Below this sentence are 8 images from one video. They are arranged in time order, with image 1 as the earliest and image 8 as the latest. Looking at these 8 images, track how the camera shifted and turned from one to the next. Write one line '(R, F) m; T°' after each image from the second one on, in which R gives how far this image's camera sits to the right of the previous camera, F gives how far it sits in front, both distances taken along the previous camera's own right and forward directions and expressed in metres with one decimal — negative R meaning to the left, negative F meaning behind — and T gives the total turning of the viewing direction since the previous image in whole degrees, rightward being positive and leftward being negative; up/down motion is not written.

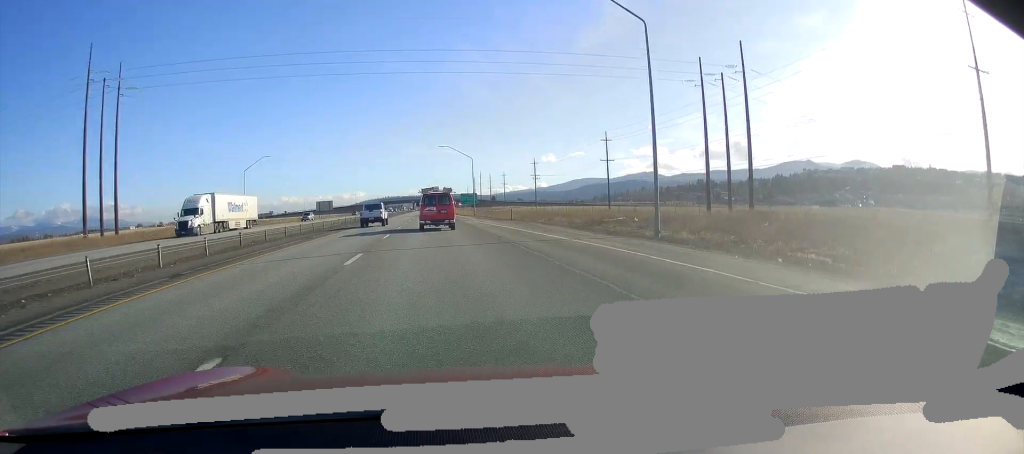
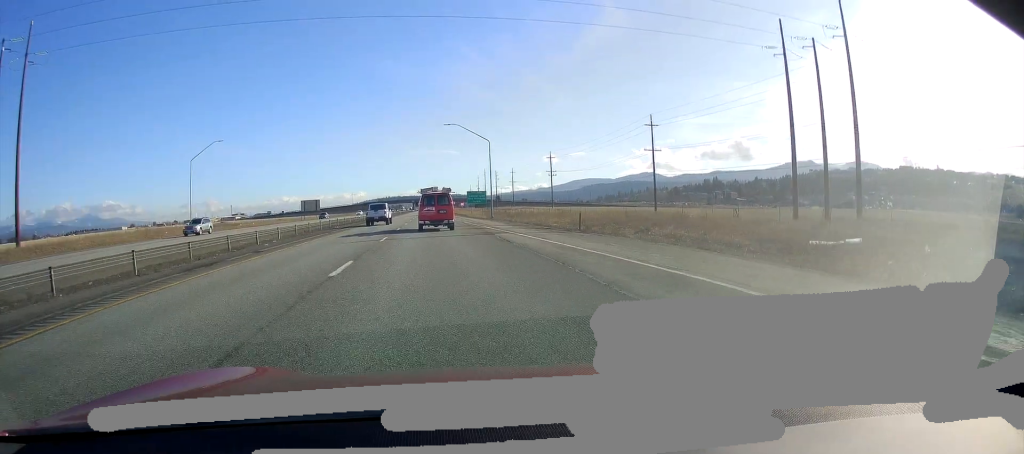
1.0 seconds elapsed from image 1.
(-0.4, +26.3) m; 0°
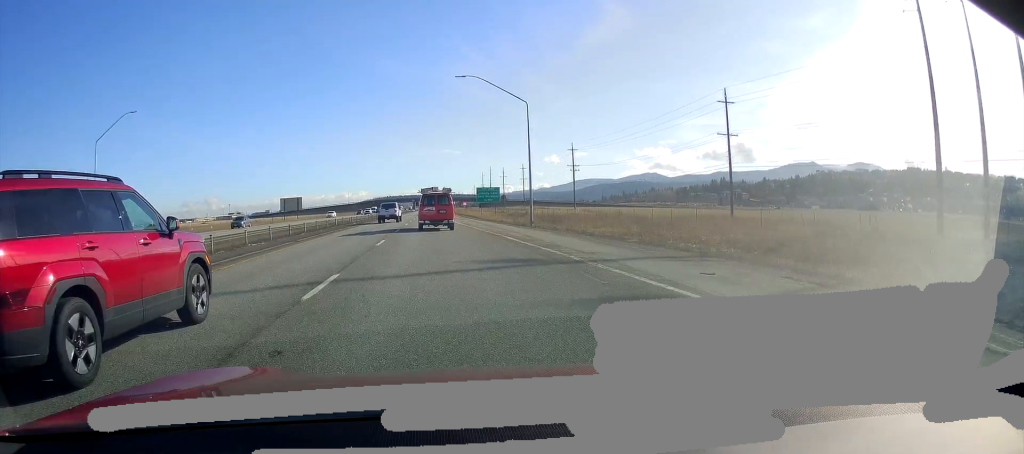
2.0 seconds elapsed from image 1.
(+0.3, +27.4) m; +1°
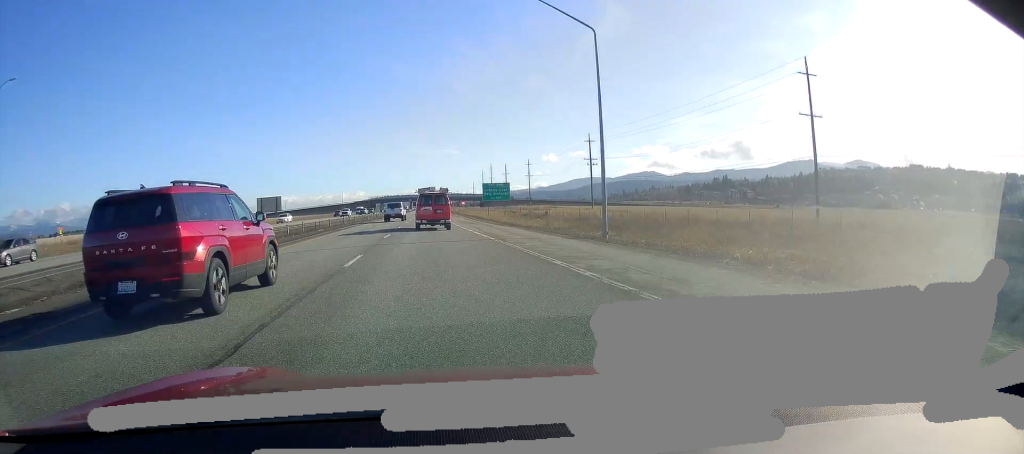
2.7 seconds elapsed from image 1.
(+0.3, +20.4) m; 0°
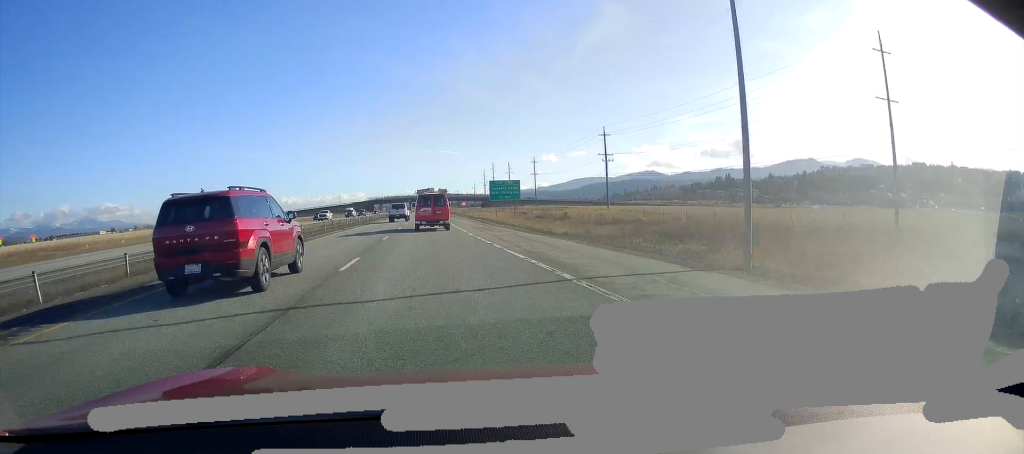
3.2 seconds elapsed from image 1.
(-0.1, +12.5) m; -1°
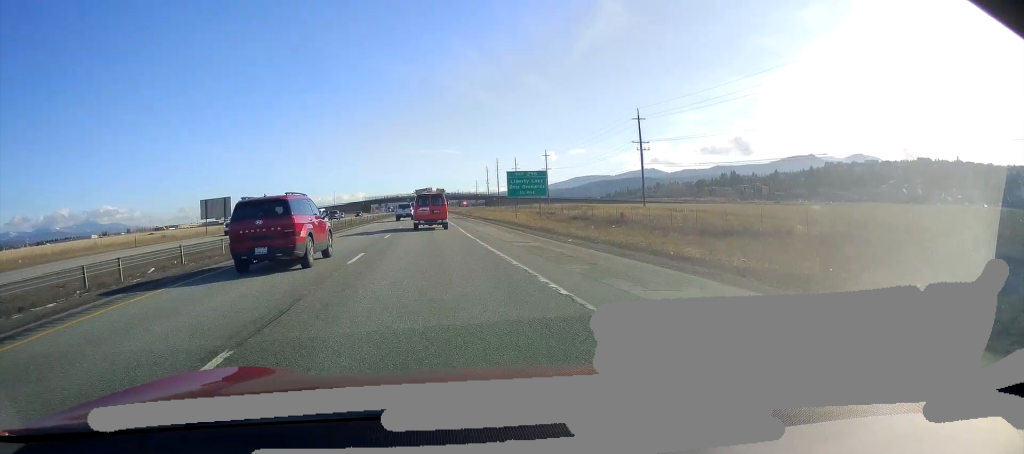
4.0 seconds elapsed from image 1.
(-0.2, +22.6) m; -1°
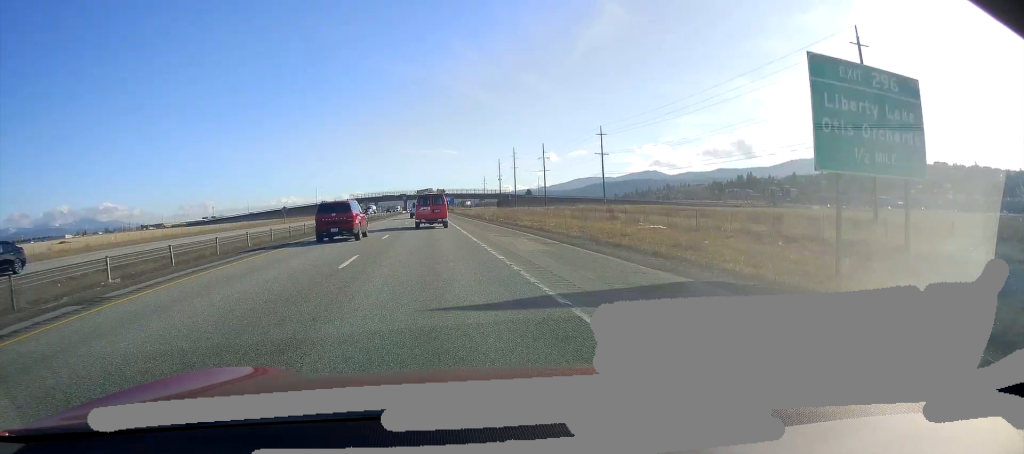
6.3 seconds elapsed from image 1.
(-0.5, +61.7) m; +1°
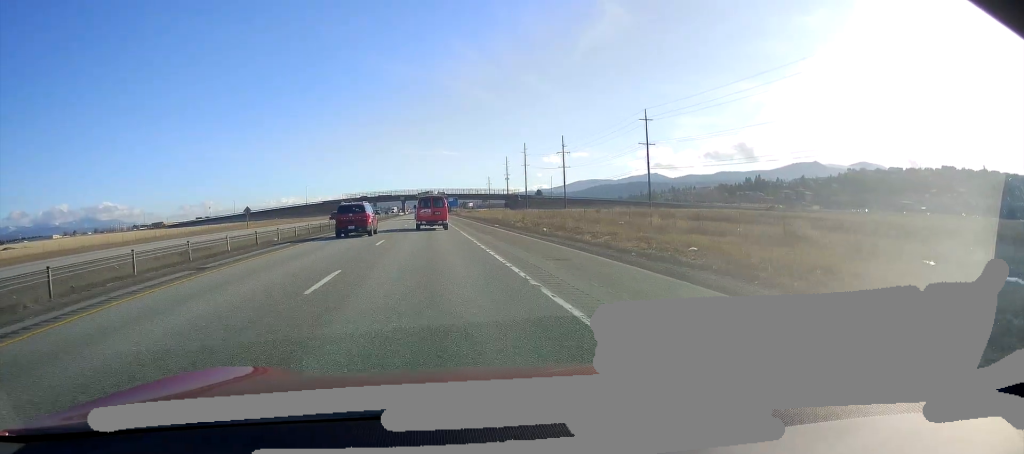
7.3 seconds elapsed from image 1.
(+0.6, +27.8) m; 0°
